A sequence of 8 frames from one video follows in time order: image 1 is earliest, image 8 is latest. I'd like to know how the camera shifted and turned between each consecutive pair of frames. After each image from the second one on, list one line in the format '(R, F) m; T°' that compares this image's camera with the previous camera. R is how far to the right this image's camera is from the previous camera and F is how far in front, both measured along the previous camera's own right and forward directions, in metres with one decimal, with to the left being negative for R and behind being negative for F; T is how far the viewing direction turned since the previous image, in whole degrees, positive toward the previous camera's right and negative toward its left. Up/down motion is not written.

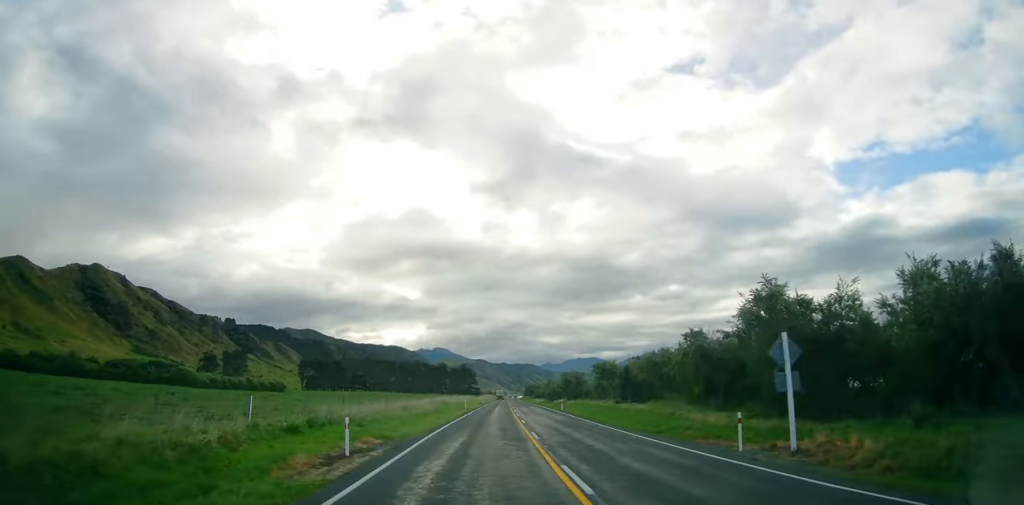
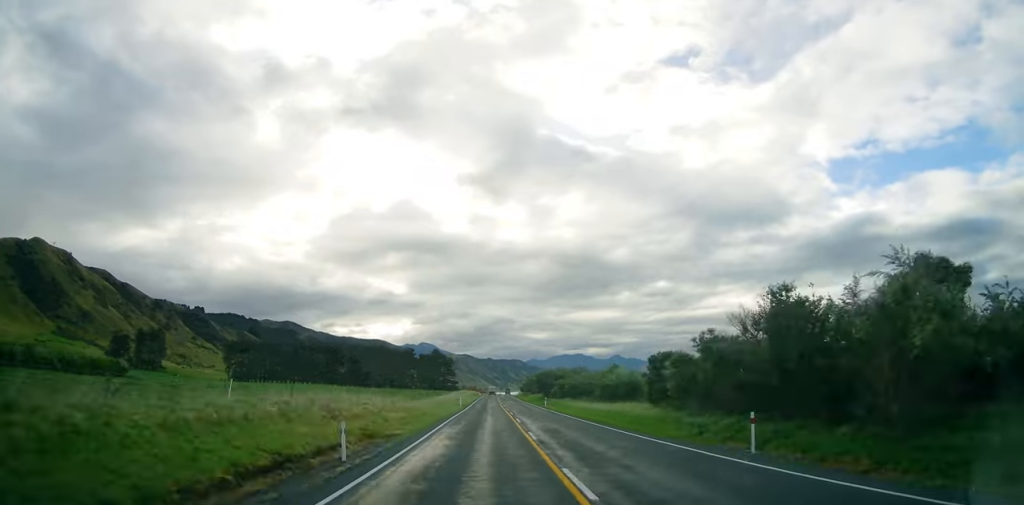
(+0.5, +90.0) m; 0°
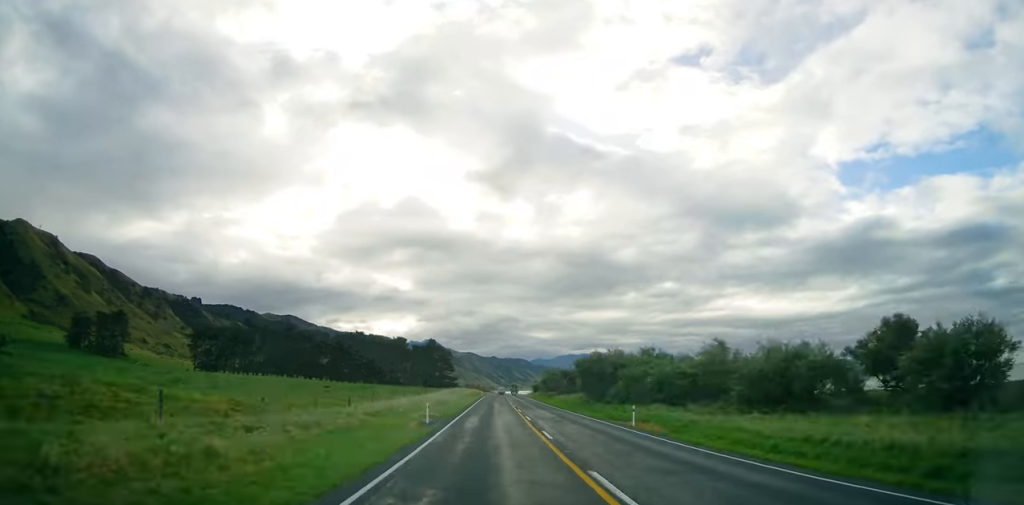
(0.0, +40.5) m; 0°
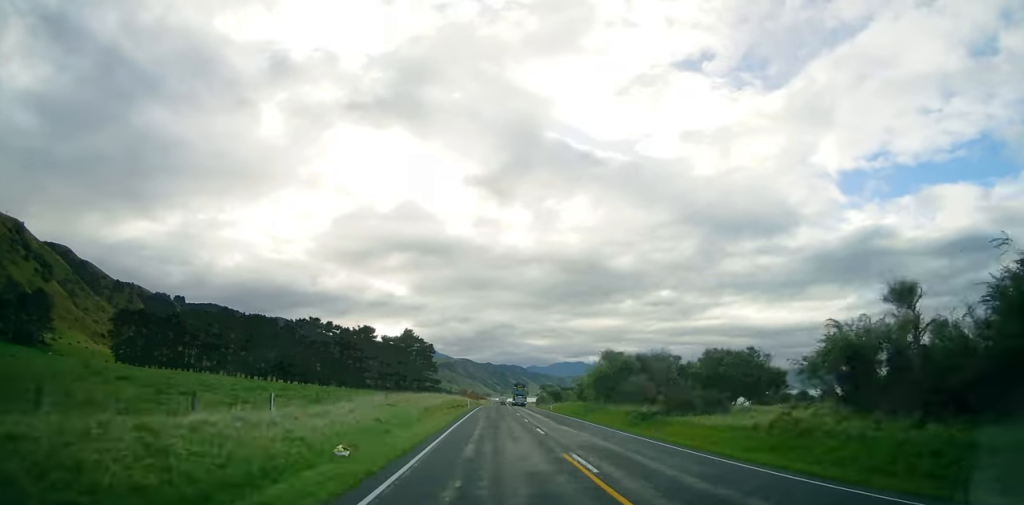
(-0.3, +56.2) m; 0°
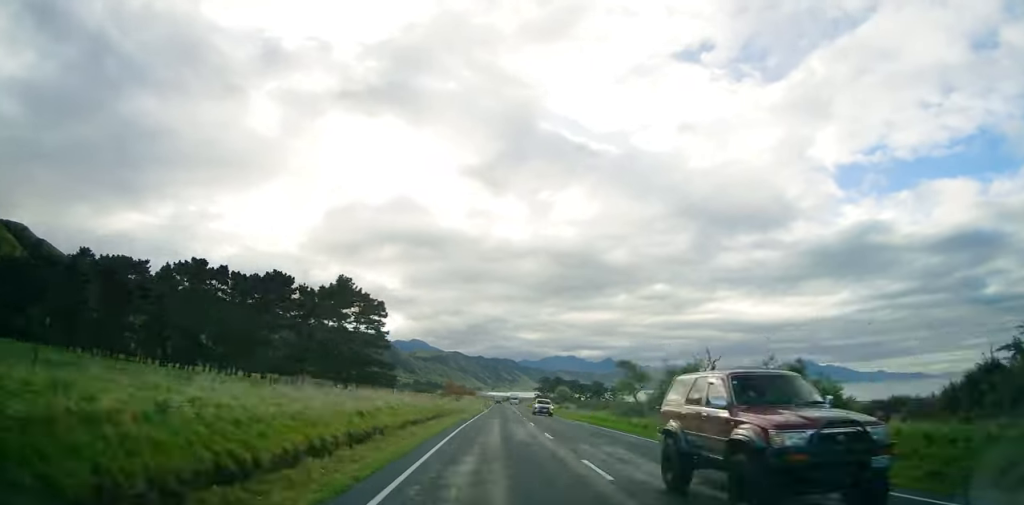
(+0.8, +71.9) m; +1°
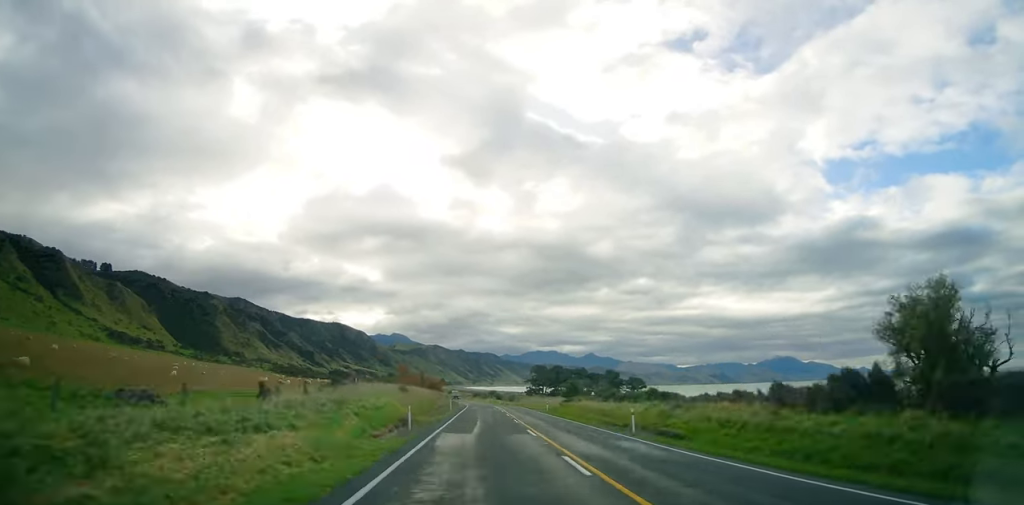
(+1.9, +109.6) m; 0°
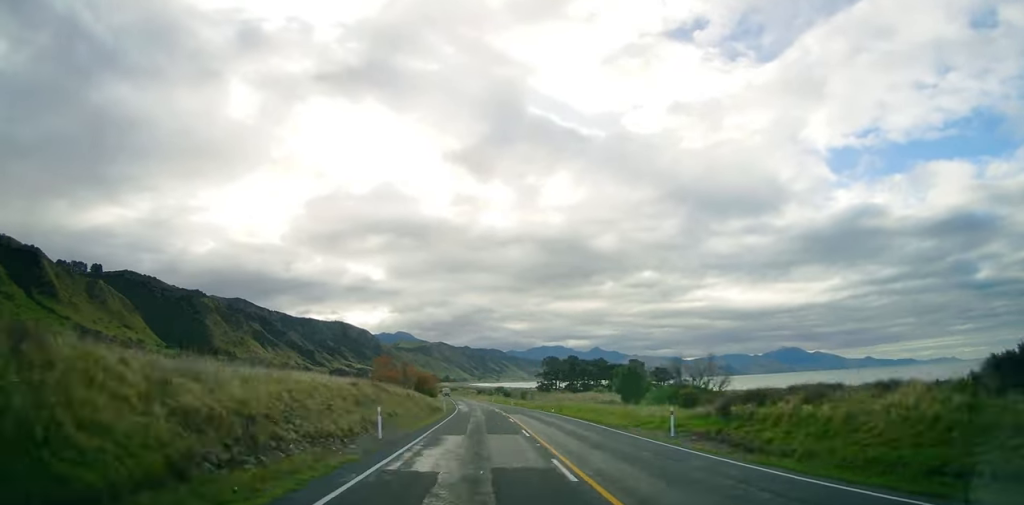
(-0.5, +41.0) m; -1°
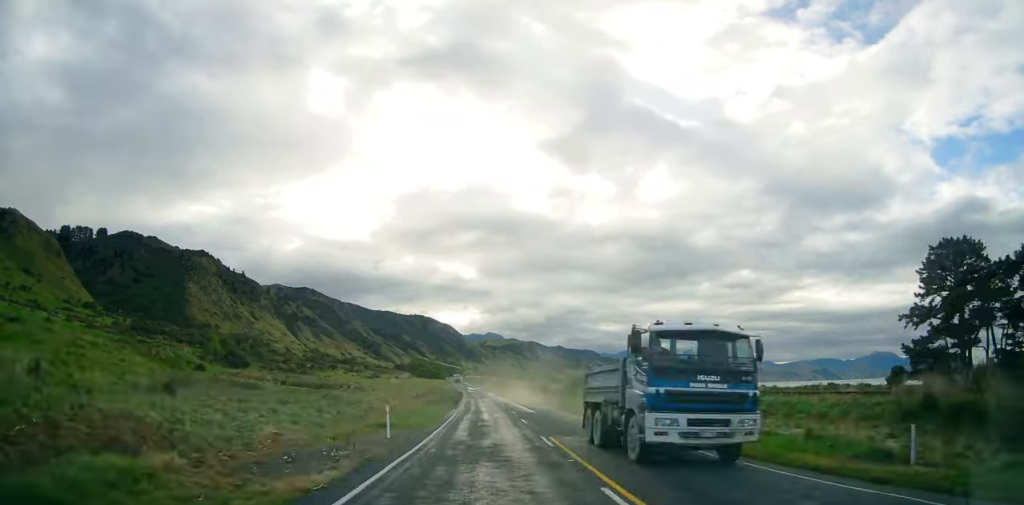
(-16.9, +240.8) m; -8°
